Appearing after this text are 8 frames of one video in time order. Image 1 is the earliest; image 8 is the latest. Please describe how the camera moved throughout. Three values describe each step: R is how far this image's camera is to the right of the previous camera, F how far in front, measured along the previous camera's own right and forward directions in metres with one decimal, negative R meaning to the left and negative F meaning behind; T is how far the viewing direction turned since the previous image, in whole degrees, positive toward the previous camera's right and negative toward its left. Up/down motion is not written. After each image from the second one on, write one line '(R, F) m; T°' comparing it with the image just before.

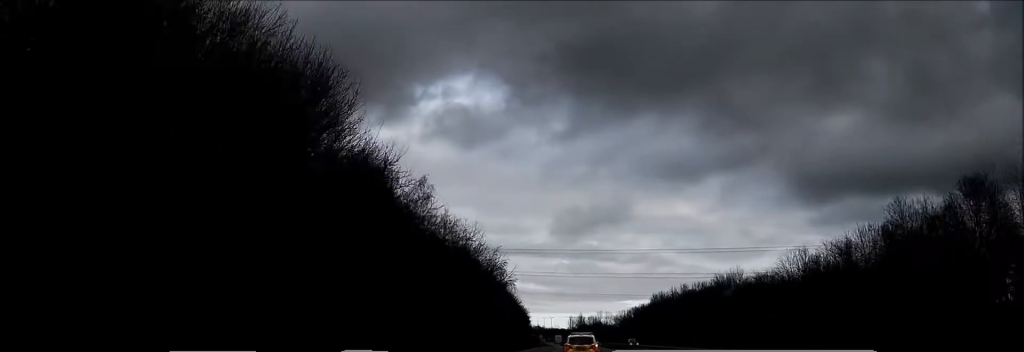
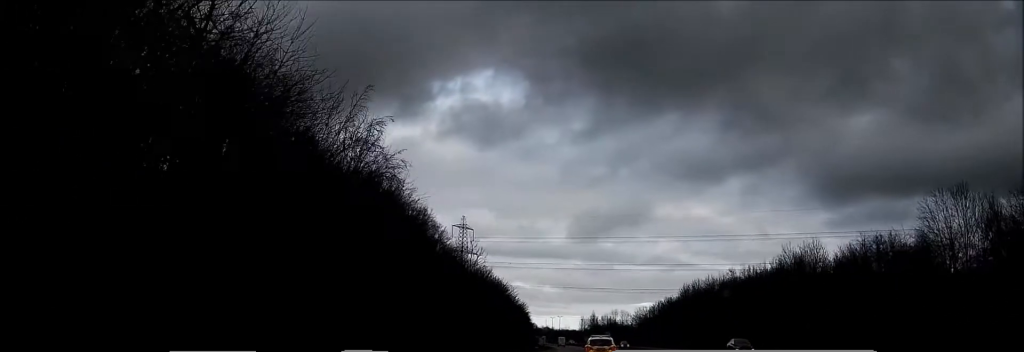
(-0.2, +45.2) m; -1°
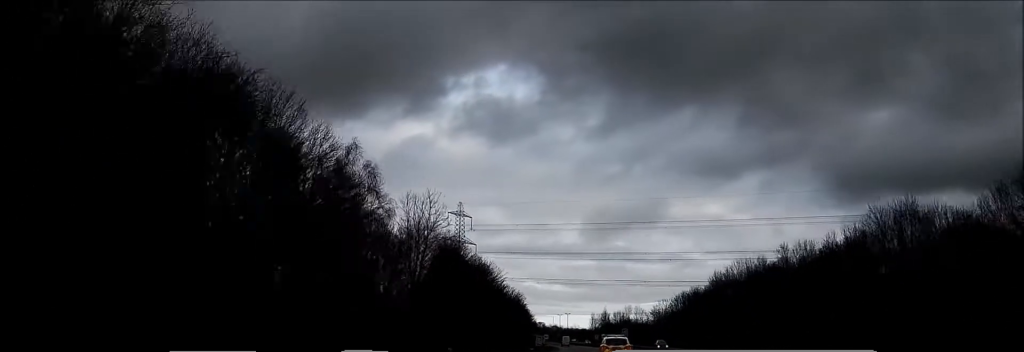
(-0.3, +31.5) m; -1°
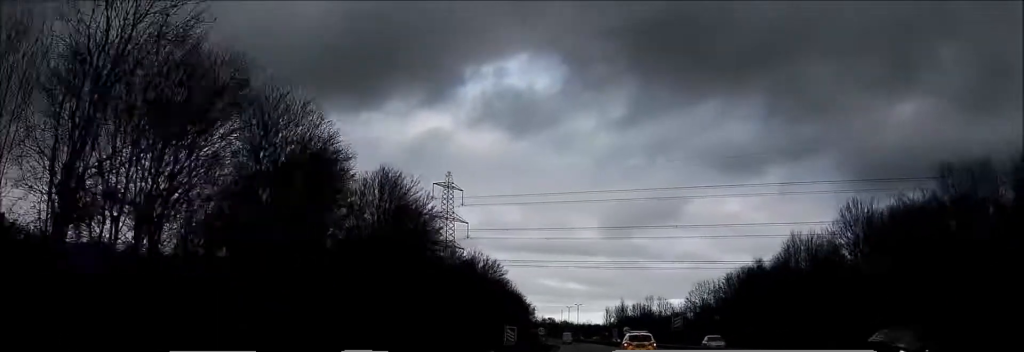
(-0.6, +48.2) m; -1°
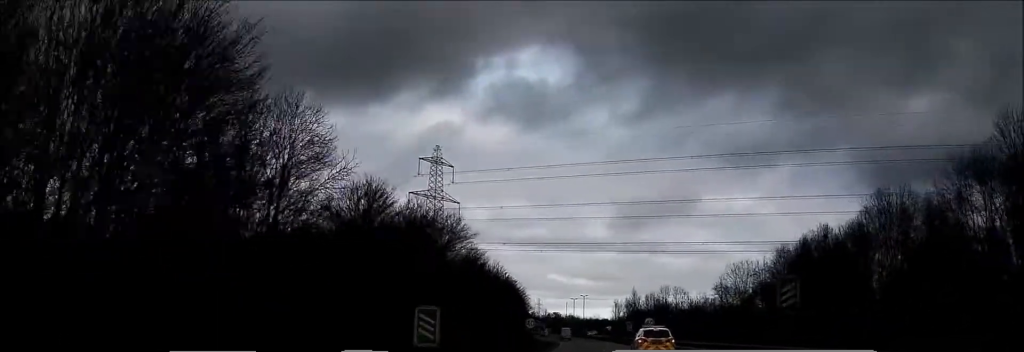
(0.0, +29.8) m; 0°
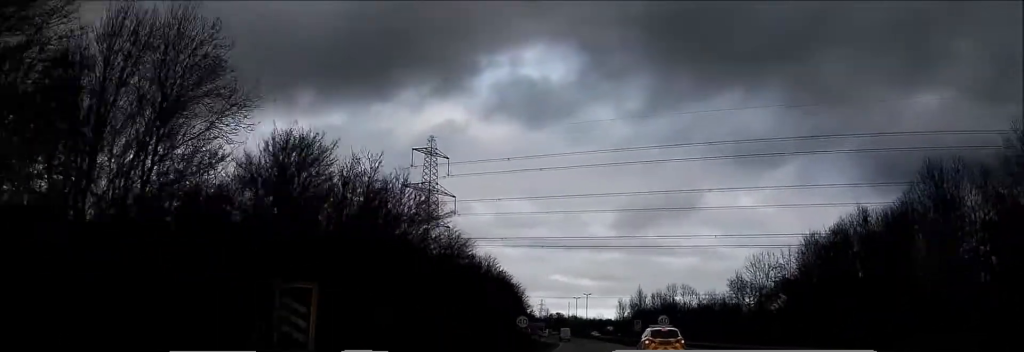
(+0.1, +12.5) m; 0°
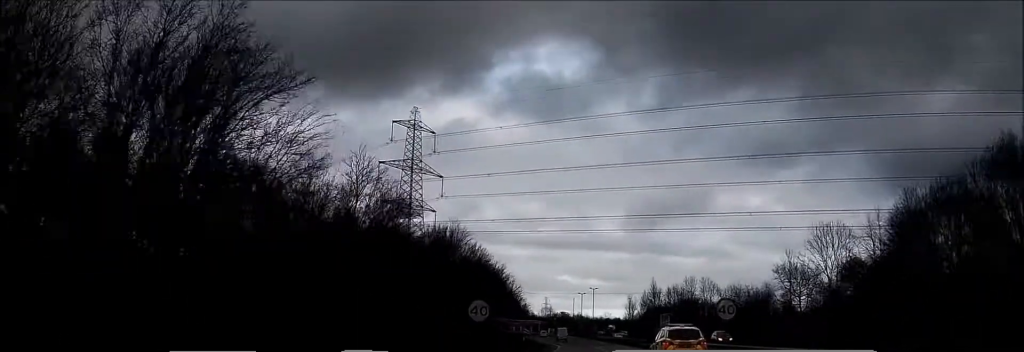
(-0.3, +28.6) m; -1°
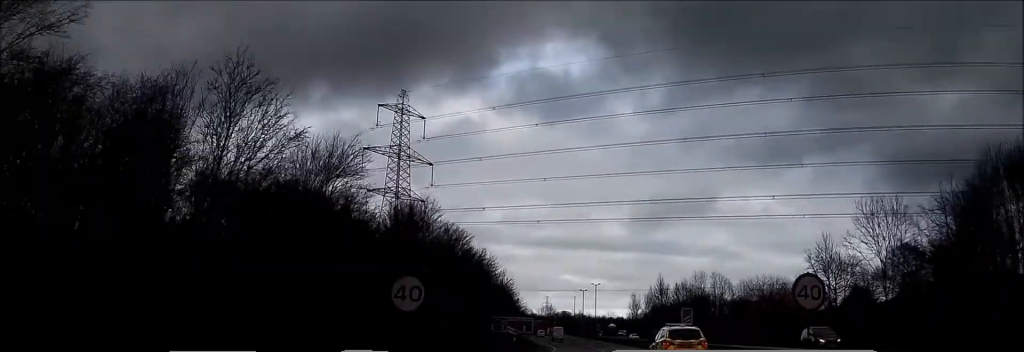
(+0.1, +14.9) m; 0°
